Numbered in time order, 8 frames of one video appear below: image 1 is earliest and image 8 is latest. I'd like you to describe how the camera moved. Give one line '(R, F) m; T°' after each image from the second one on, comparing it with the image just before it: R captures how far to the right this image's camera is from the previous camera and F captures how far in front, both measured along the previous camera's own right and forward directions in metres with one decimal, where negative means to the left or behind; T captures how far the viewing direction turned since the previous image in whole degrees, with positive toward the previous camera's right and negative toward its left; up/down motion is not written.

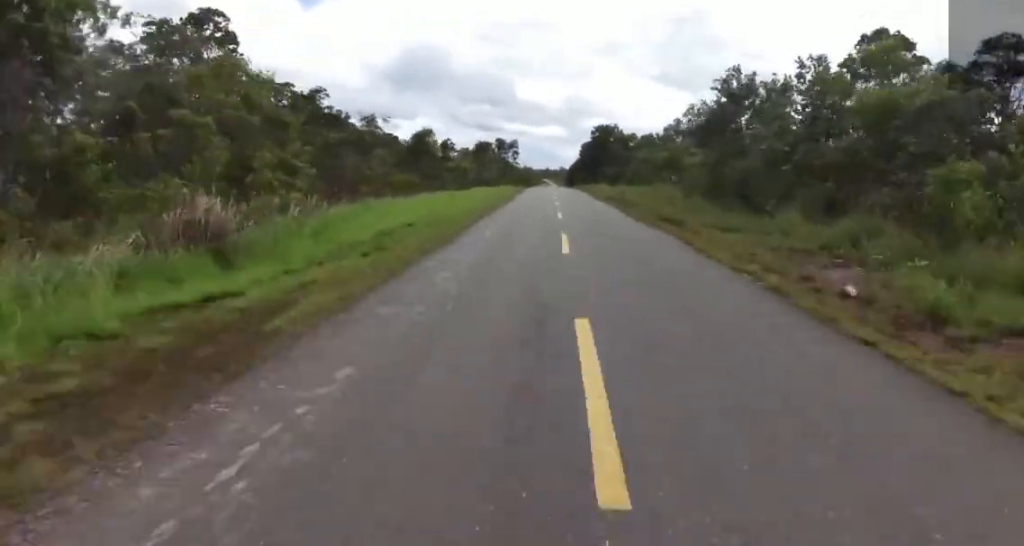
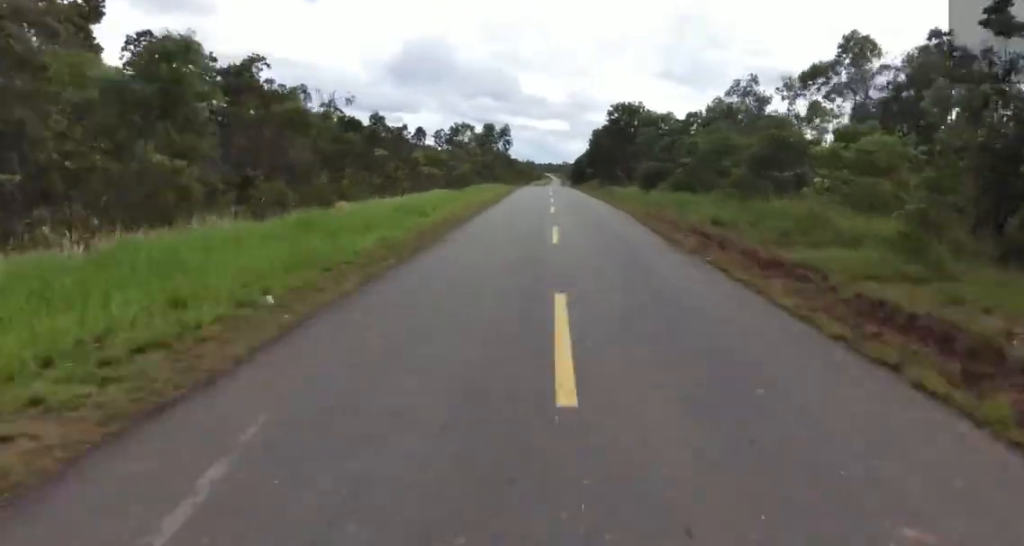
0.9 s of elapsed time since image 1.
(+0.2, +22.8) m; -1°
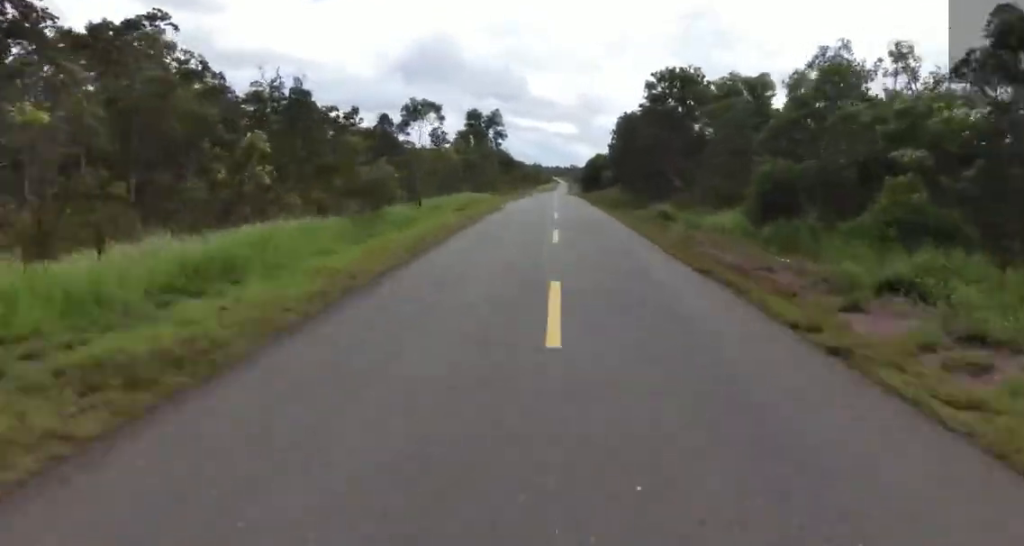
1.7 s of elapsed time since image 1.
(-0.3, +22.6) m; -2°
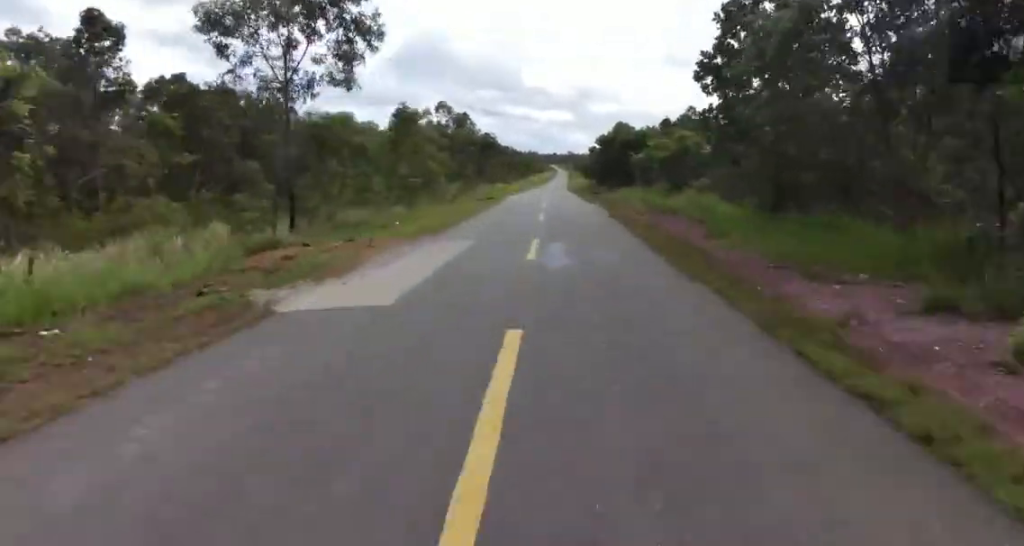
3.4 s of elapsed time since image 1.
(+0.3, +43.5) m; +2°
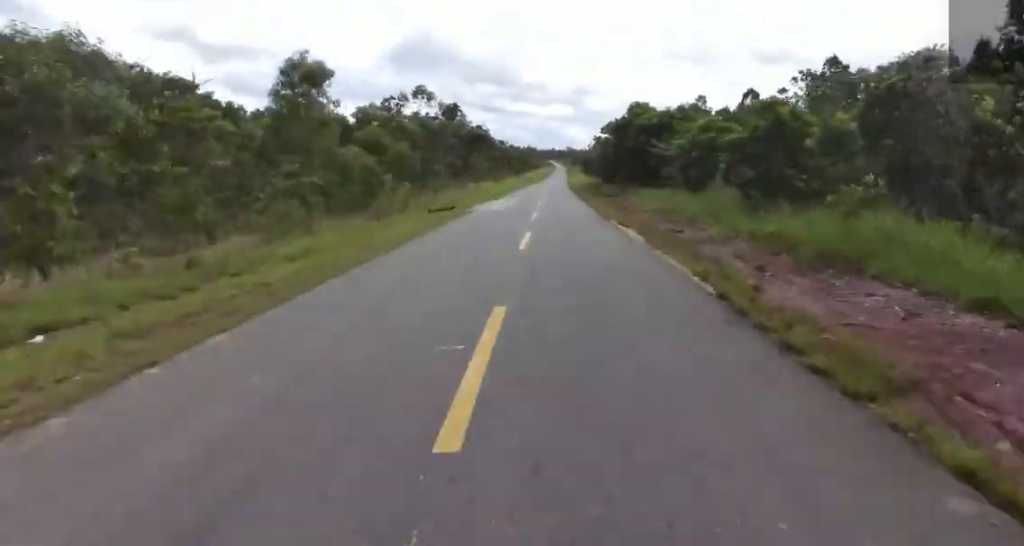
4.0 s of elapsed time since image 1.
(-0.2, +16.1) m; -1°
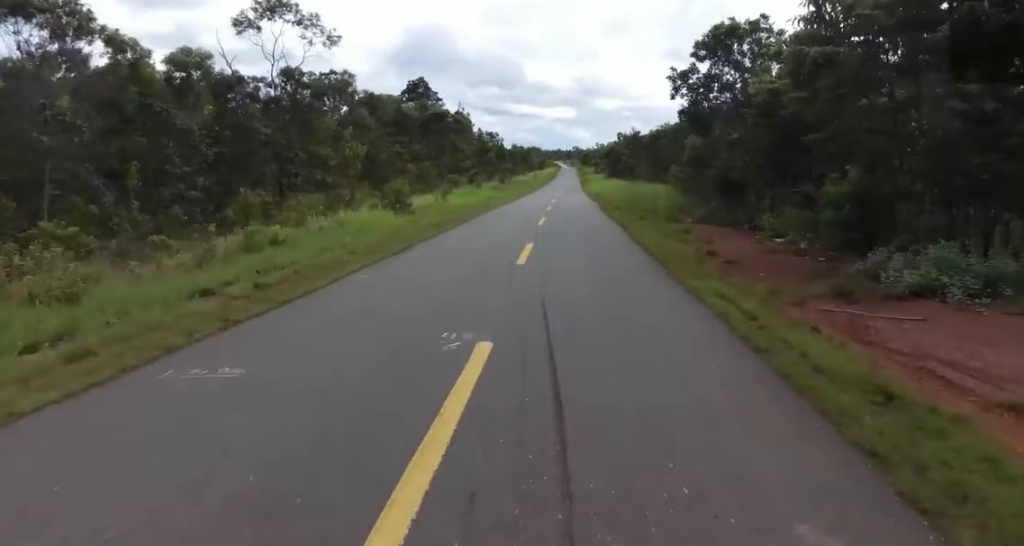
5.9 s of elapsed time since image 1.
(-0.6, +50.3) m; +1°
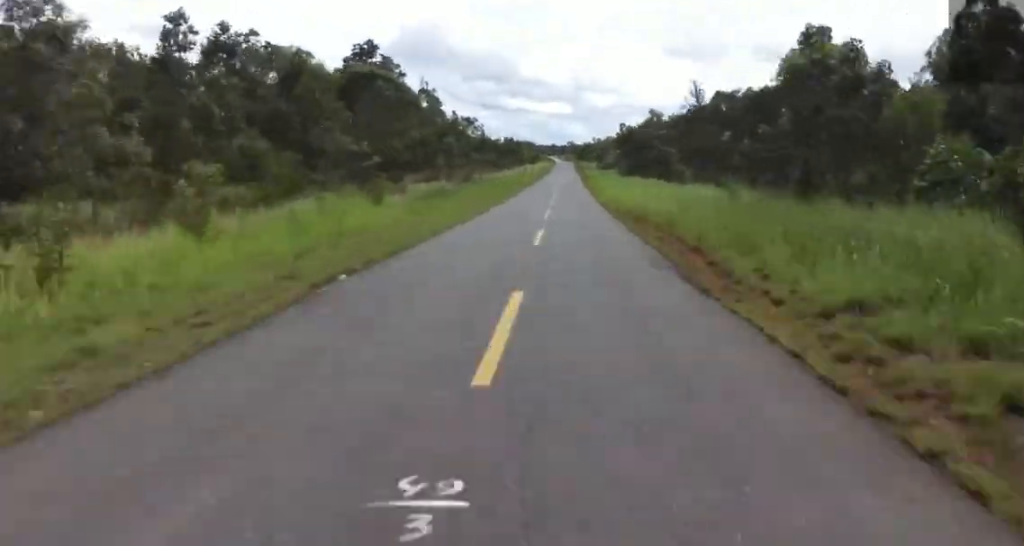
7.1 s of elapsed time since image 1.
(+0.9, +31.0) m; +2°
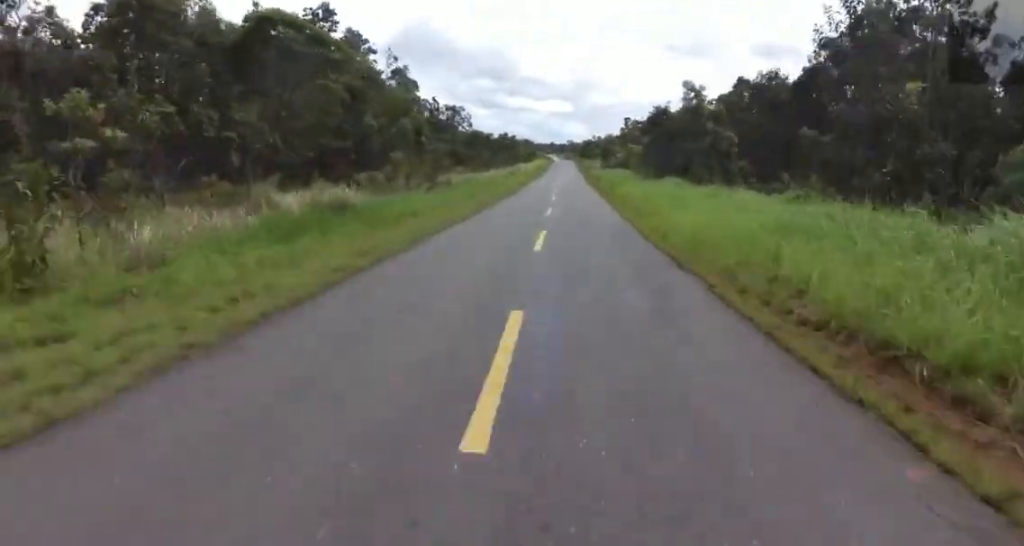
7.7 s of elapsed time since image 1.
(+0.3, +16.5) m; 0°
